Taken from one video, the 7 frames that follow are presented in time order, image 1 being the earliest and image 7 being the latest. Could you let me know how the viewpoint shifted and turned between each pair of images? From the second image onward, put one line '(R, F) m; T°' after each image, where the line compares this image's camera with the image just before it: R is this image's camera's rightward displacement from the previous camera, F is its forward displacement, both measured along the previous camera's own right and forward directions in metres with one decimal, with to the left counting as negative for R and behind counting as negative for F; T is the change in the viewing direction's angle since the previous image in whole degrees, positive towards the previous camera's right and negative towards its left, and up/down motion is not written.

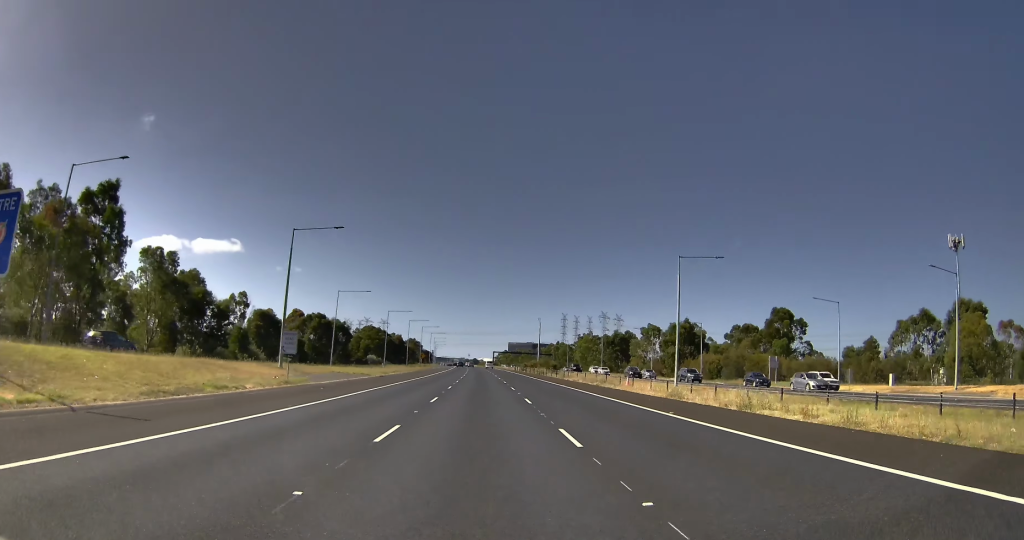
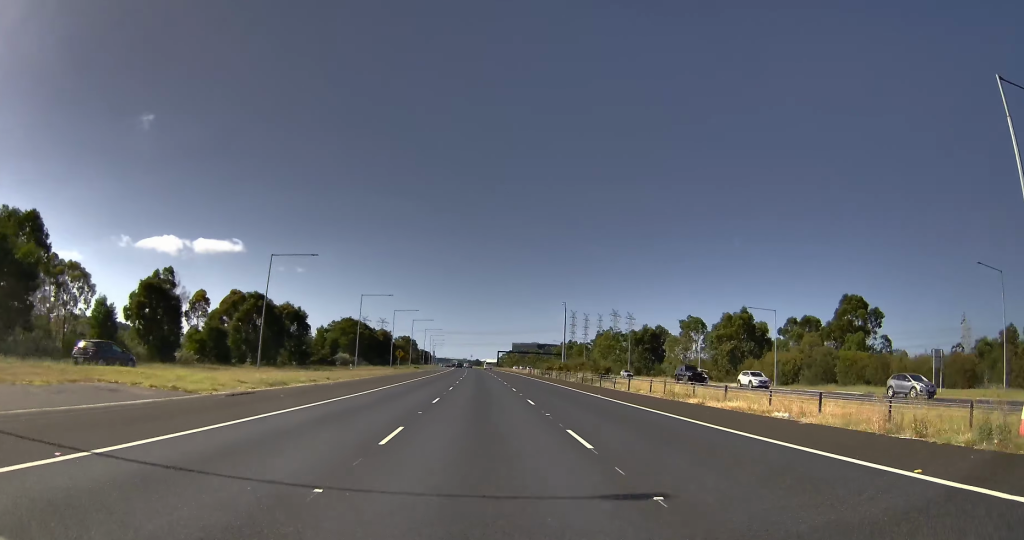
(0.0, +28.6) m; -1°
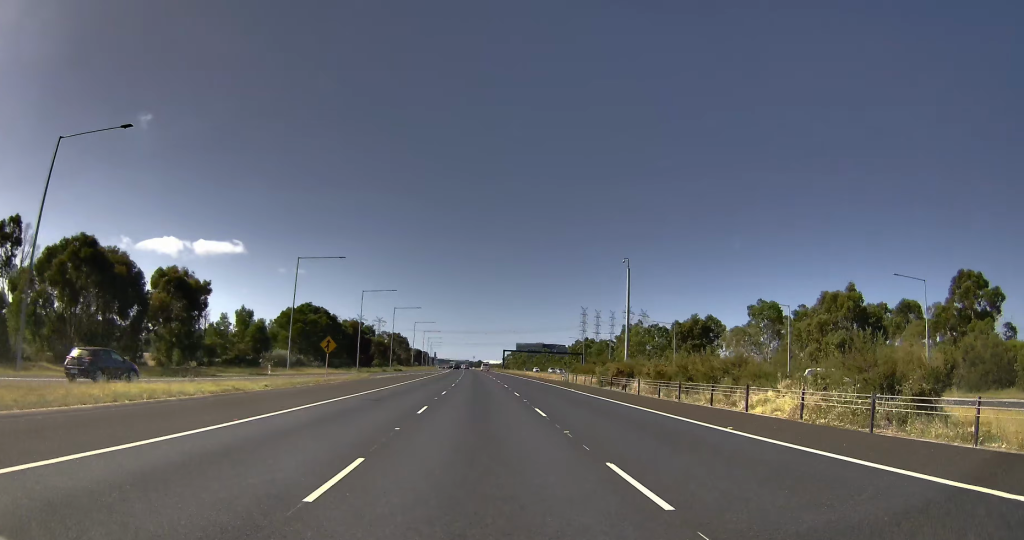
(-0.3, +38.0) m; -1°
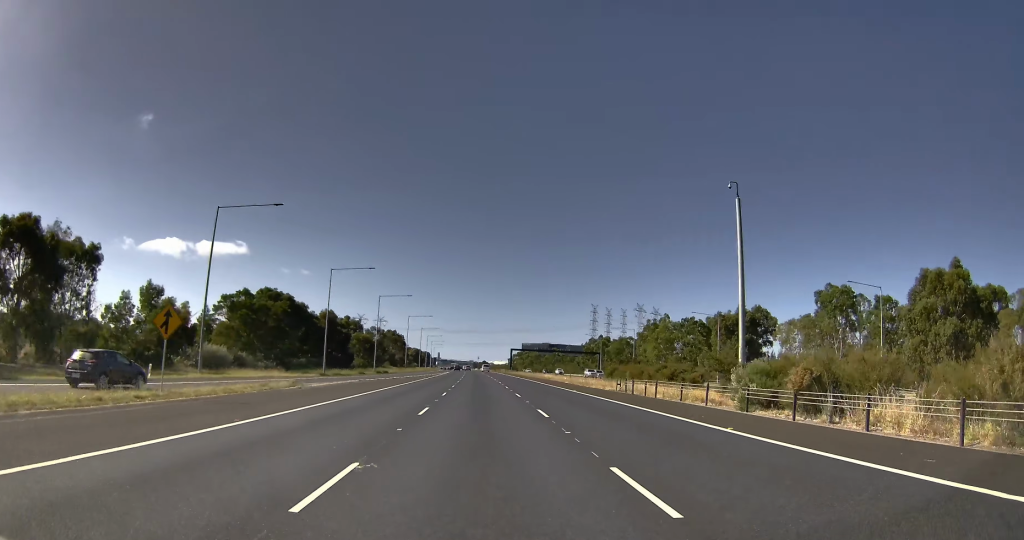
(0.0, +24.6) m; 0°
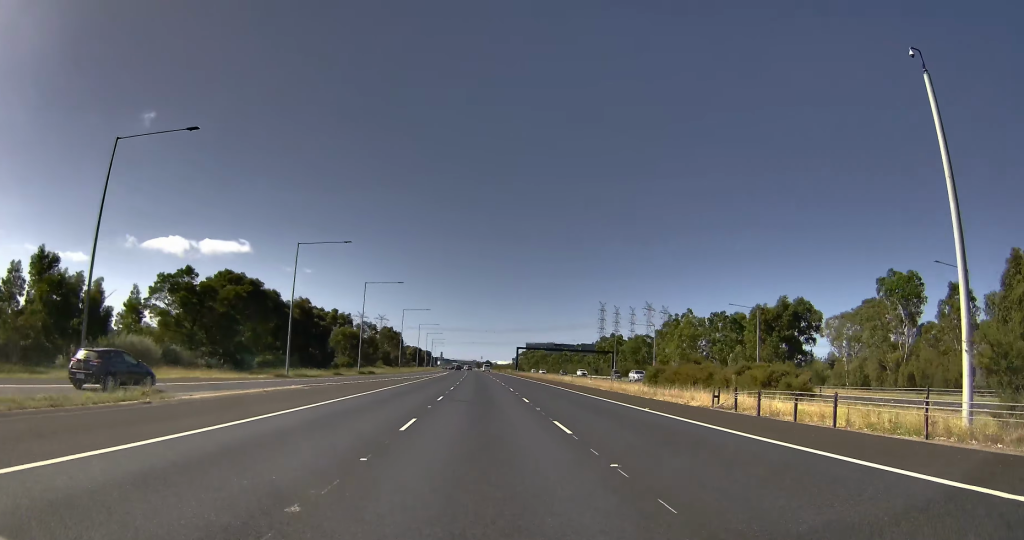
(-0.1, +17.0) m; +1°
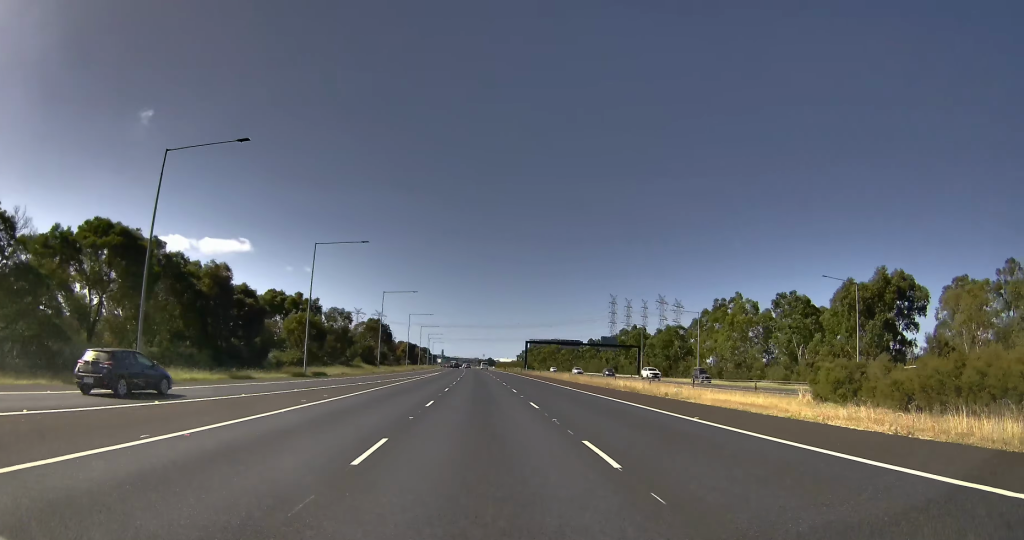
(+0.7, +31.6) m; +1°
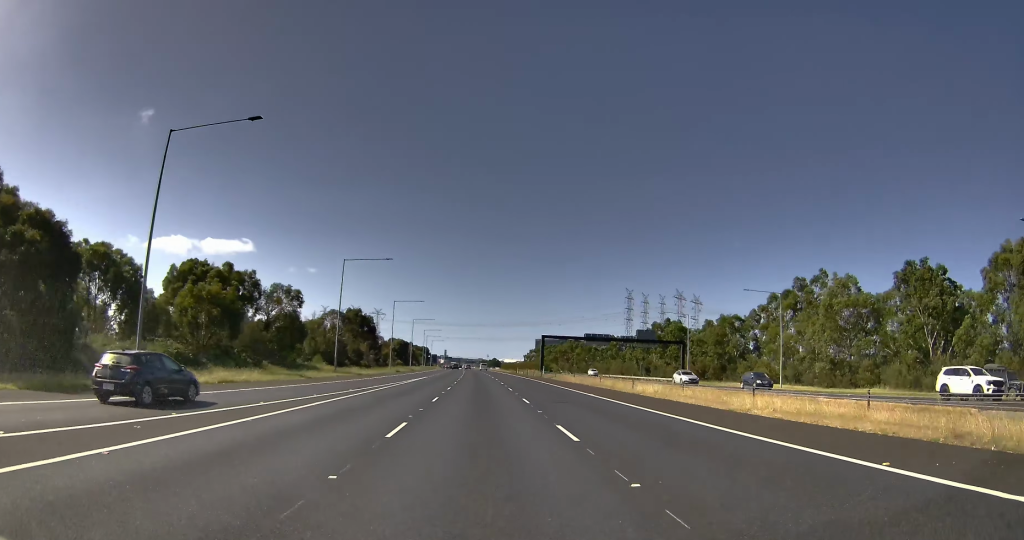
(-0.2, +38.8) m; 0°
